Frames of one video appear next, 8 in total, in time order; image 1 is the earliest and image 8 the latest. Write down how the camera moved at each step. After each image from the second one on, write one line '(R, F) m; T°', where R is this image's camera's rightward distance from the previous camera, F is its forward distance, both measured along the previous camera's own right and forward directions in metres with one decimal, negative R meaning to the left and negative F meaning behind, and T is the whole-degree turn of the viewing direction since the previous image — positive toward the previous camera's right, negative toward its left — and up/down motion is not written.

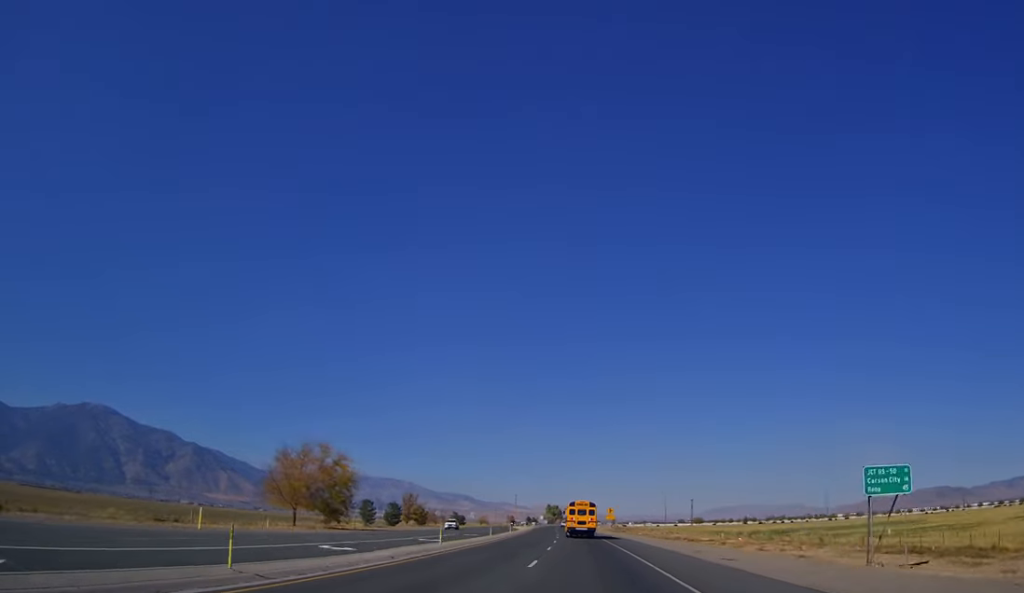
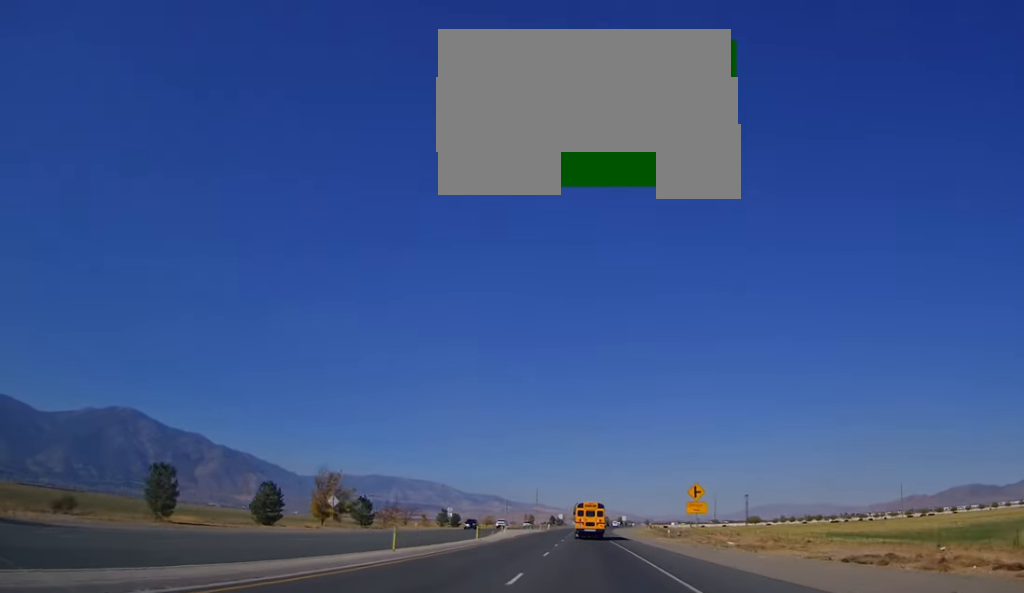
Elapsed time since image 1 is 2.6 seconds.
(-0.1, +66.7) m; -1°
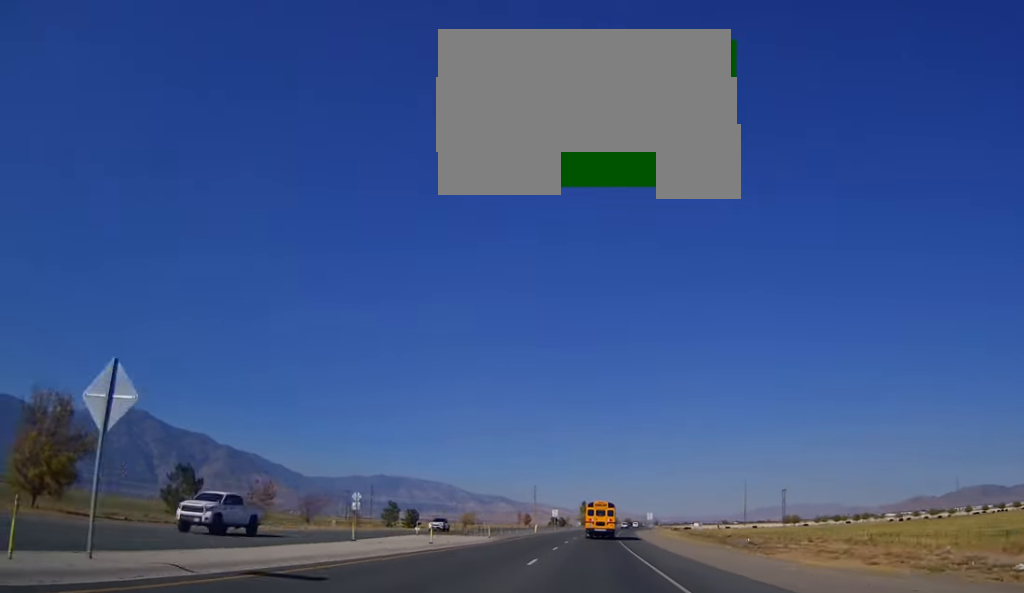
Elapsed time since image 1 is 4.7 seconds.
(-1.0, +54.9) m; -1°
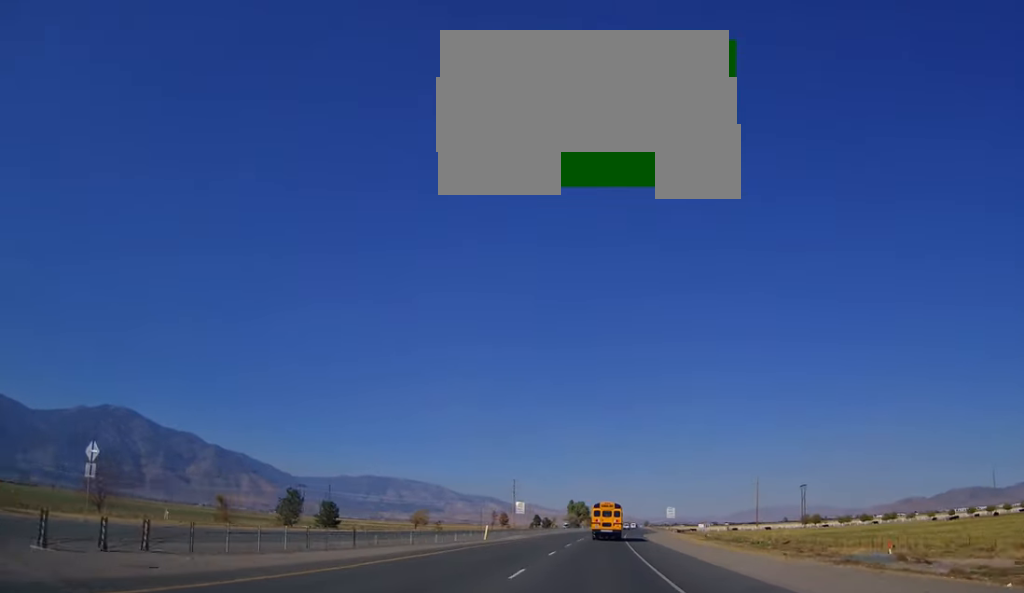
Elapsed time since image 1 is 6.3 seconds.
(-0.3, +41.3) m; 0°
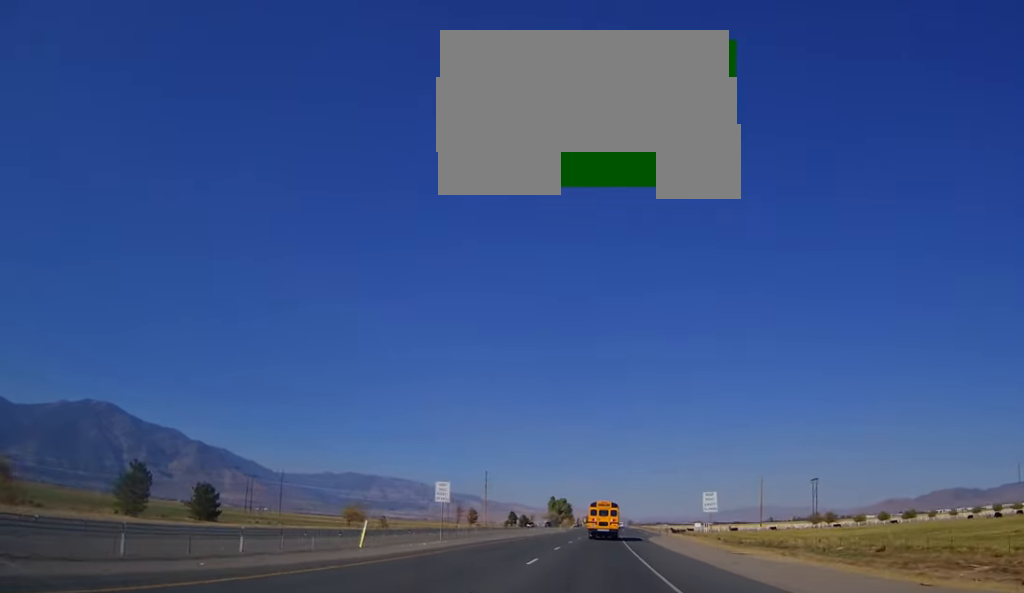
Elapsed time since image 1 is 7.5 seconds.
(+0.6, +31.0) m; +1°
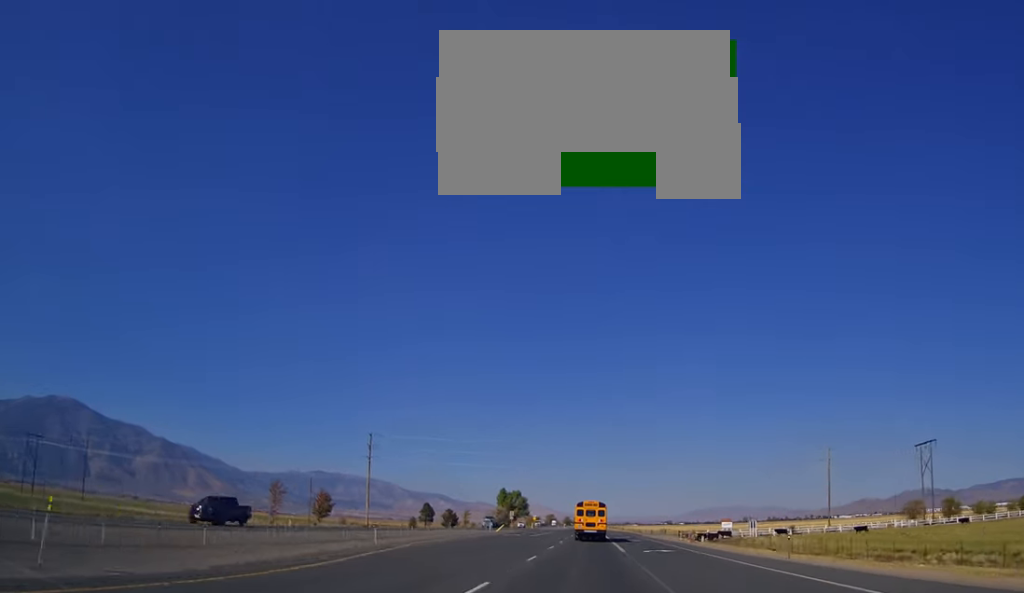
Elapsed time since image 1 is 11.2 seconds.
(+1.4, +94.8) m; +3°
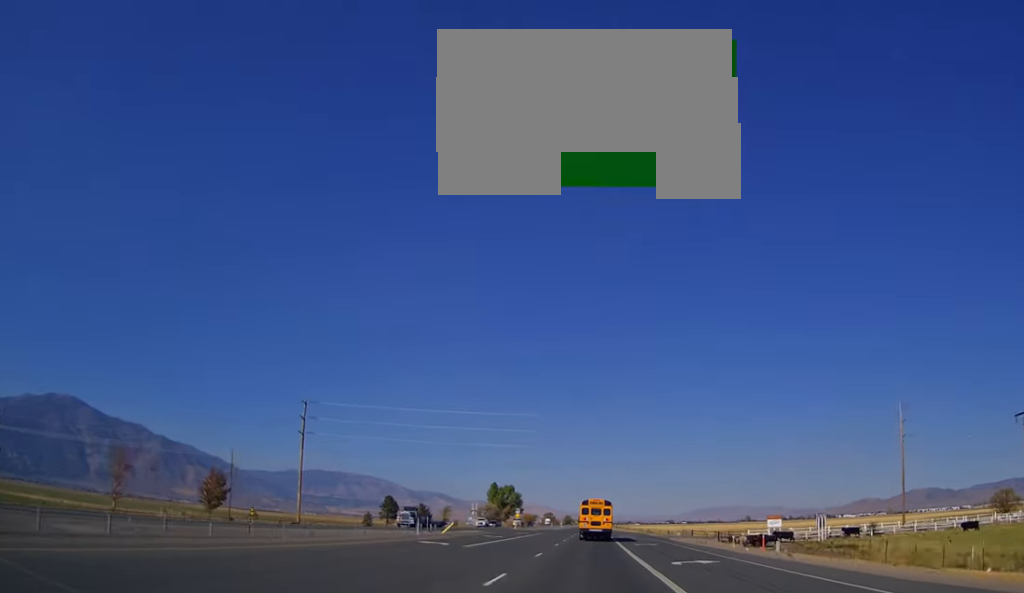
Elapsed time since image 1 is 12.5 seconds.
(+0.5, +34.6) m; +1°
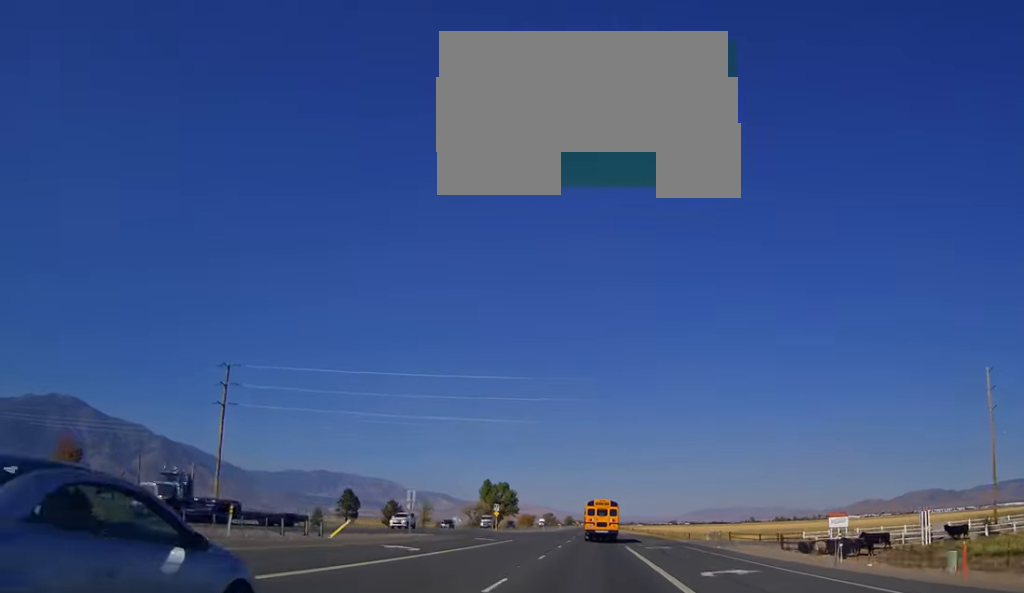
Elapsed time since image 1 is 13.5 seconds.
(+0.2, +26.0) m; 0°
